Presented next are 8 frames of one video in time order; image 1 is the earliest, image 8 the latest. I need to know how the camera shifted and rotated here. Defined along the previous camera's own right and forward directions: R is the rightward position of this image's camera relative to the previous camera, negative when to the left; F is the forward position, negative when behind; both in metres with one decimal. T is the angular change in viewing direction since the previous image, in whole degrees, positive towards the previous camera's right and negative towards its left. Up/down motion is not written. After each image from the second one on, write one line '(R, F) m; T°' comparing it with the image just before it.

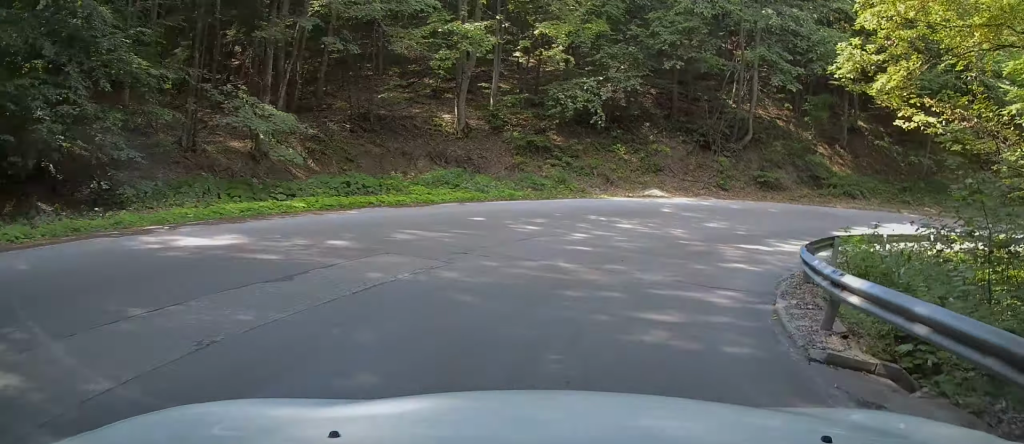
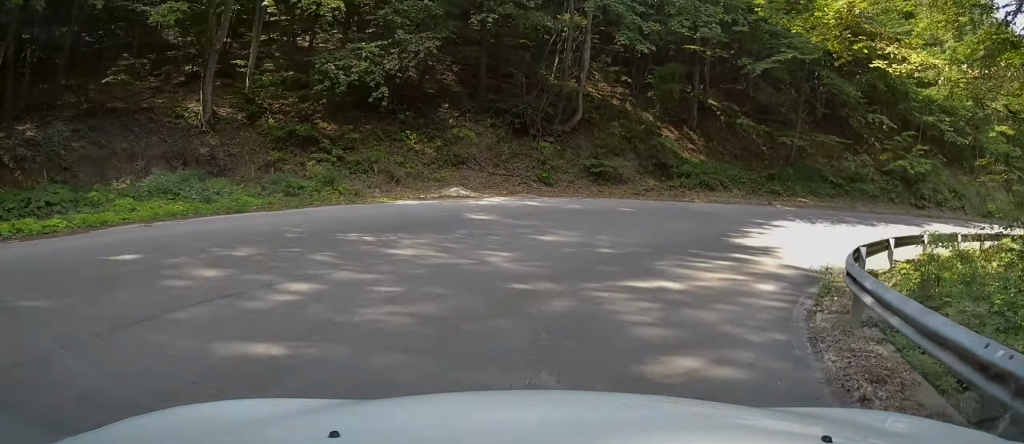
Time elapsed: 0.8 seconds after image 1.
(+1.1, +5.8) m; +19°
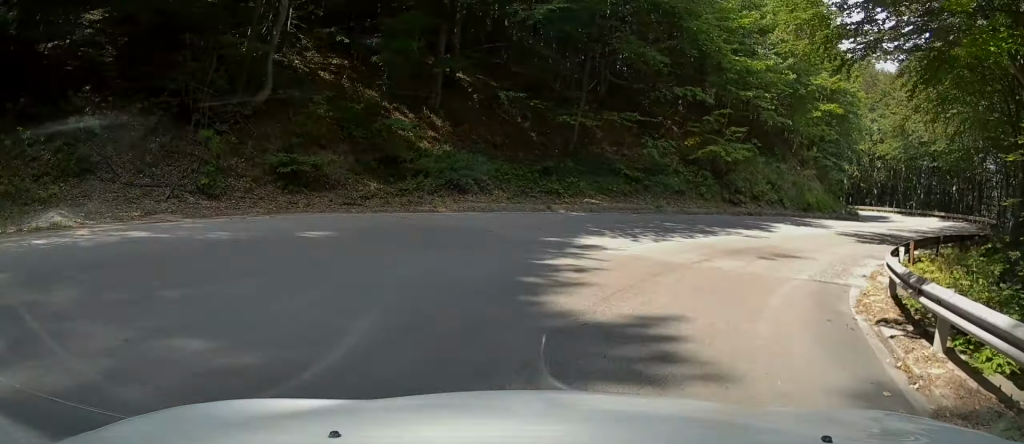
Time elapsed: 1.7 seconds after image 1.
(+1.4, +6.6) m; +21°
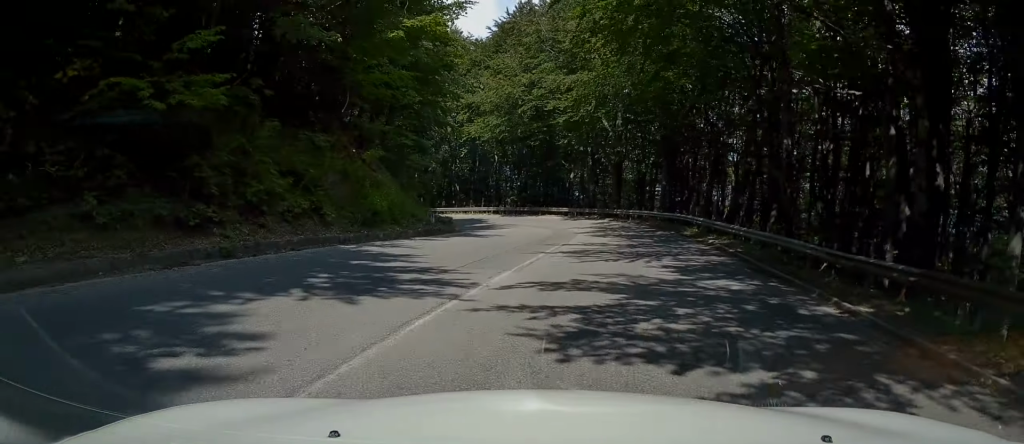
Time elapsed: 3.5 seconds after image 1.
(+4.2, +13.1) m; +31°
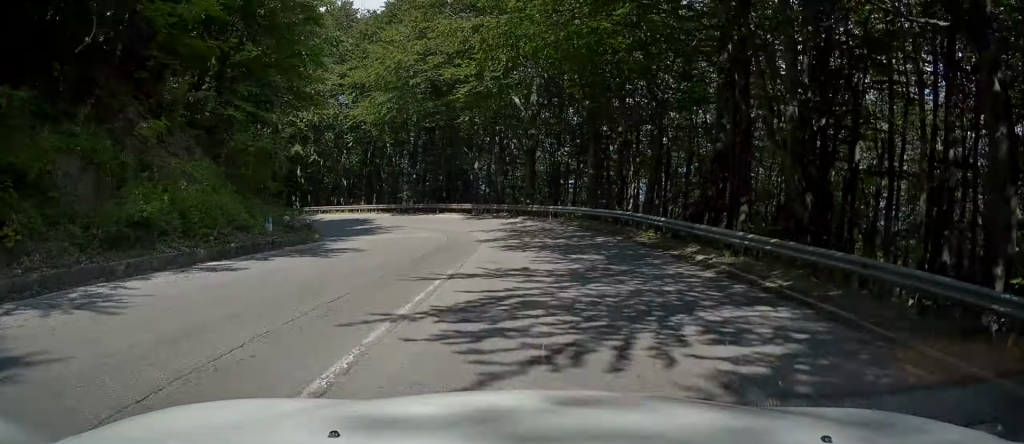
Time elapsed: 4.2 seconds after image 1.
(+0.8, +7.3) m; +4°
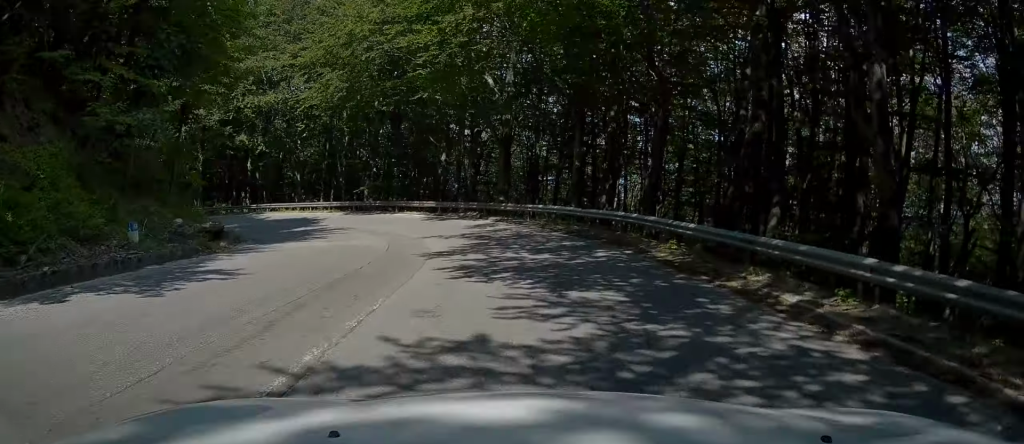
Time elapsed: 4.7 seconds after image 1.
(-0.2, +5.4) m; -3°
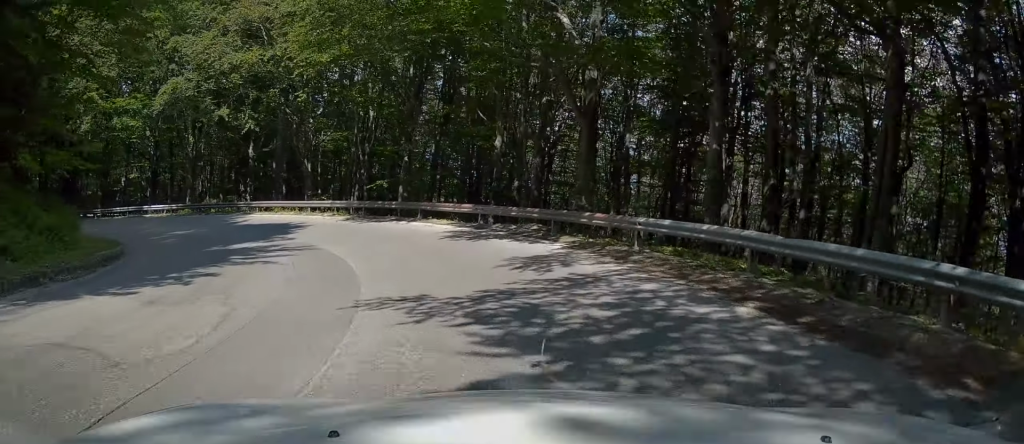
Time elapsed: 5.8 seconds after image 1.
(-0.5, +11.5) m; -11°
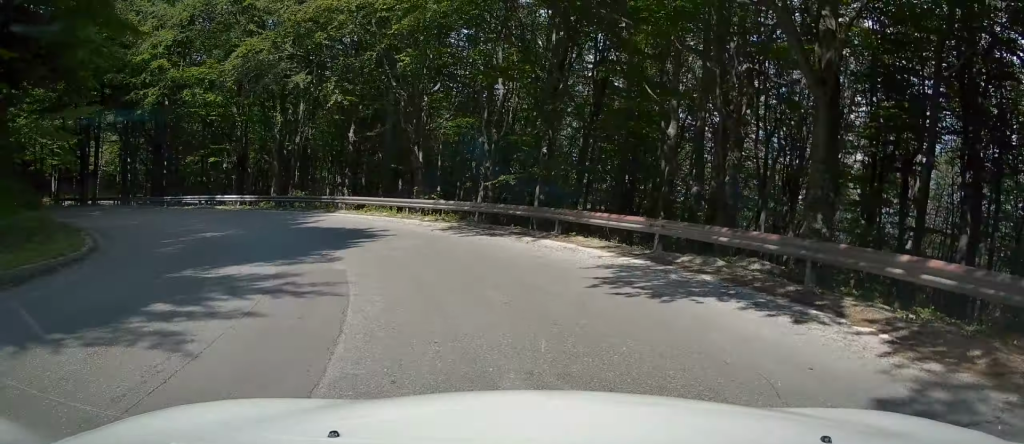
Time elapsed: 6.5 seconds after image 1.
(-0.5, +7.7) m; -12°
